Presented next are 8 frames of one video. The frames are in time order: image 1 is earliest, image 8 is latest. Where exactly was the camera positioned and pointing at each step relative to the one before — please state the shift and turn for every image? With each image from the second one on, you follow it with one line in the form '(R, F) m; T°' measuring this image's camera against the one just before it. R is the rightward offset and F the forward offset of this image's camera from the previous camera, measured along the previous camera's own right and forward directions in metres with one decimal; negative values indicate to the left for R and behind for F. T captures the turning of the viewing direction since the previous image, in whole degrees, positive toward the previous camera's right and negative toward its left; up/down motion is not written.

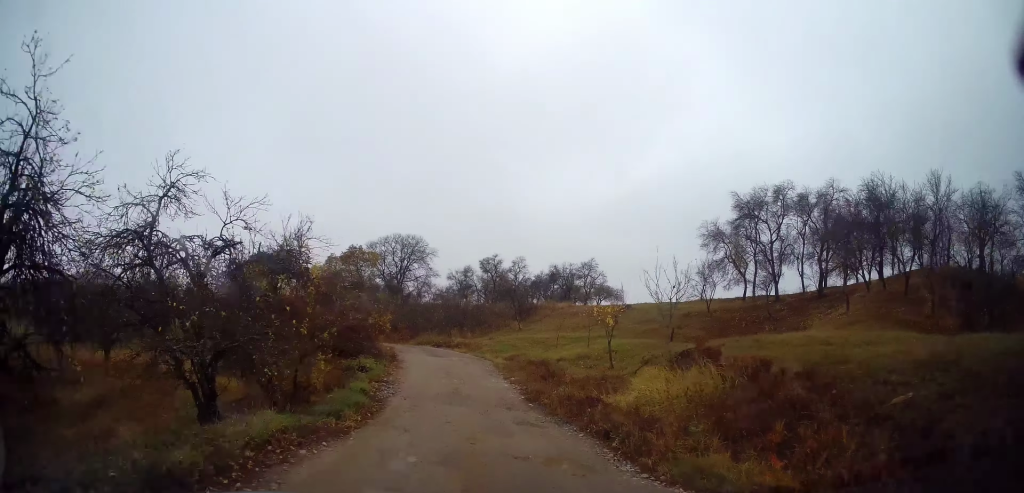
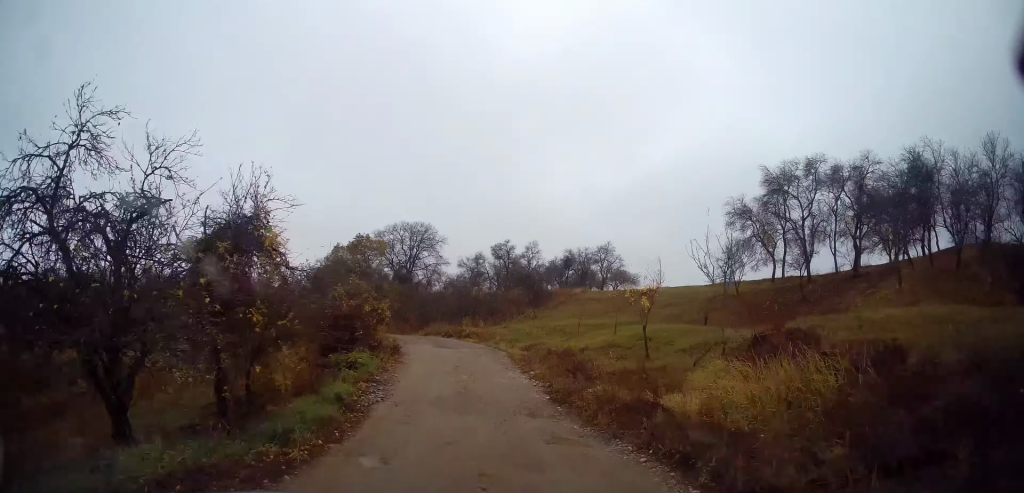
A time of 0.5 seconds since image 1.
(-0.1, +2.9) m; -2°
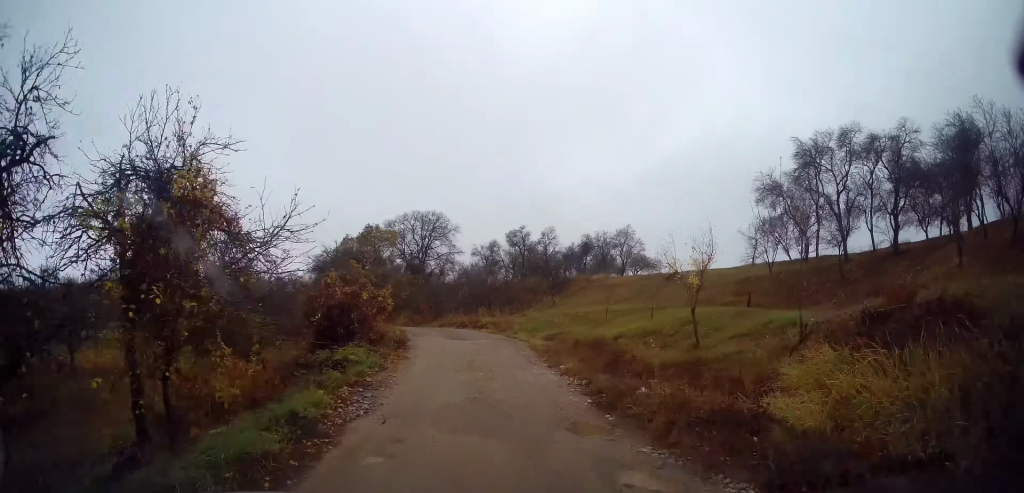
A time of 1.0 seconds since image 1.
(0.0, +3.1) m; 0°
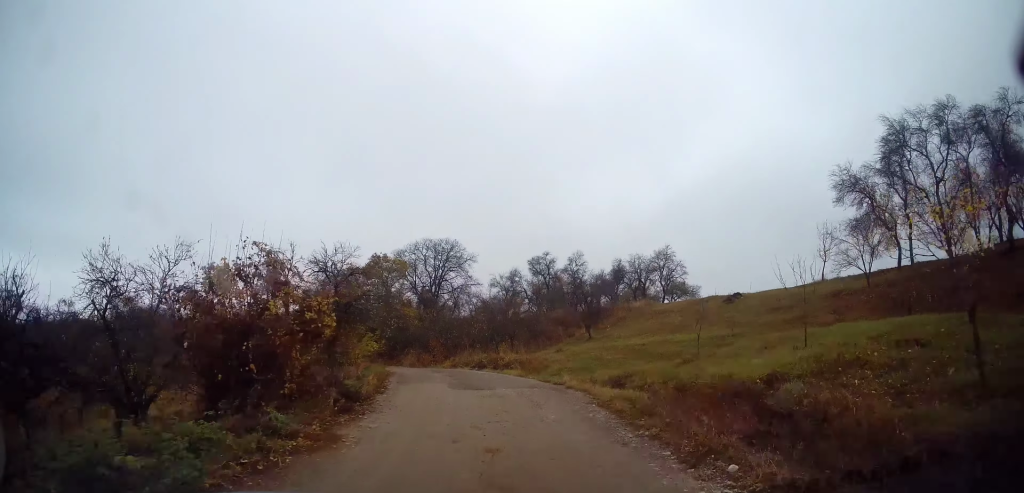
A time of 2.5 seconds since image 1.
(-0.1, +9.3) m; -3°
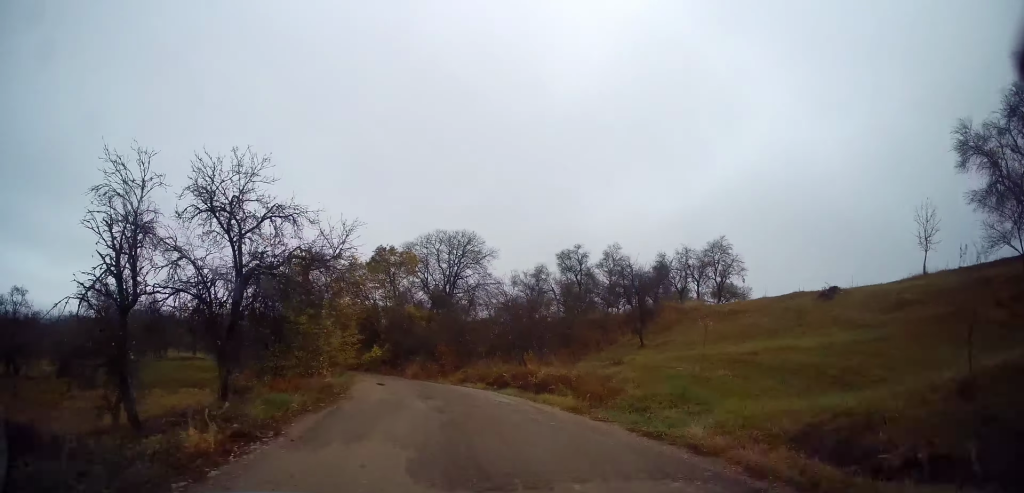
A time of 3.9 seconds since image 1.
(-0.3, +9.5) m; -2°
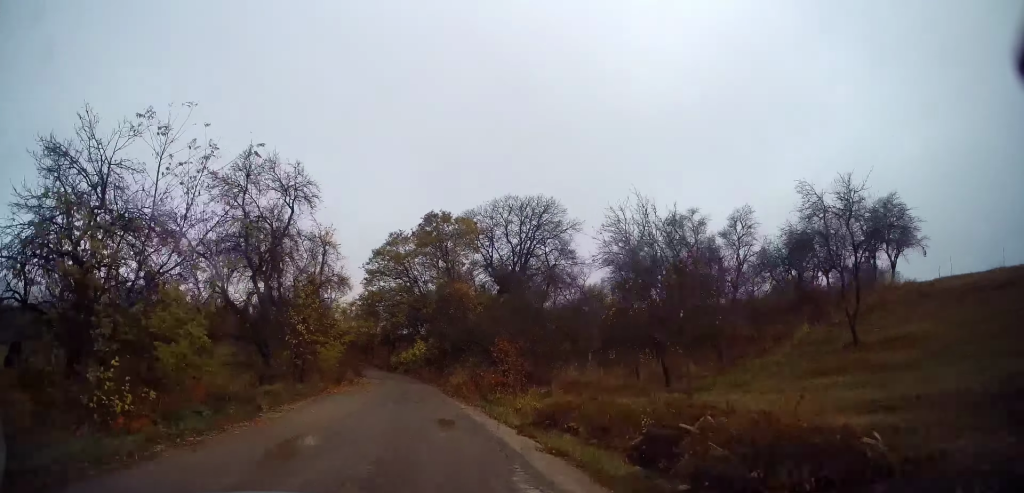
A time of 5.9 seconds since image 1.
(-0.6, +15.4) m; -8°
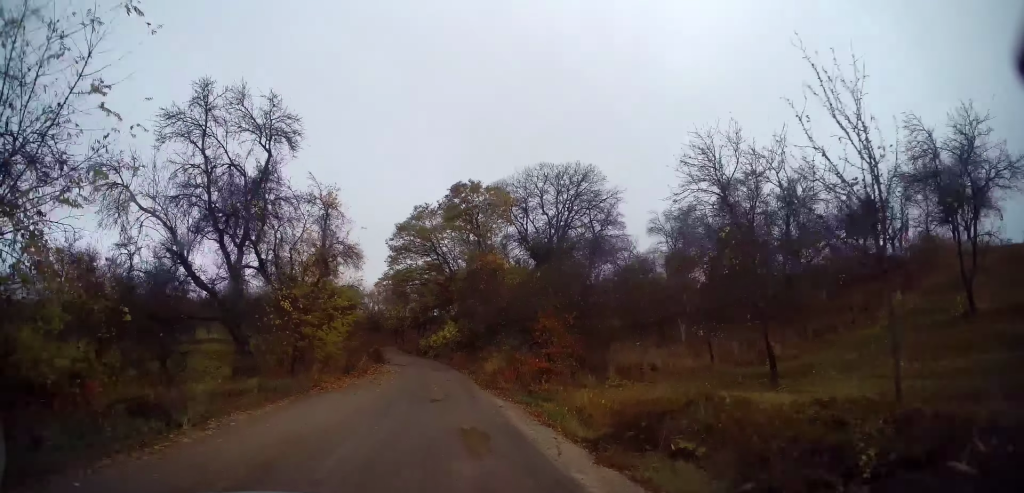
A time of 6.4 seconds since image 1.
(-0.1, +4.1) m; -4°
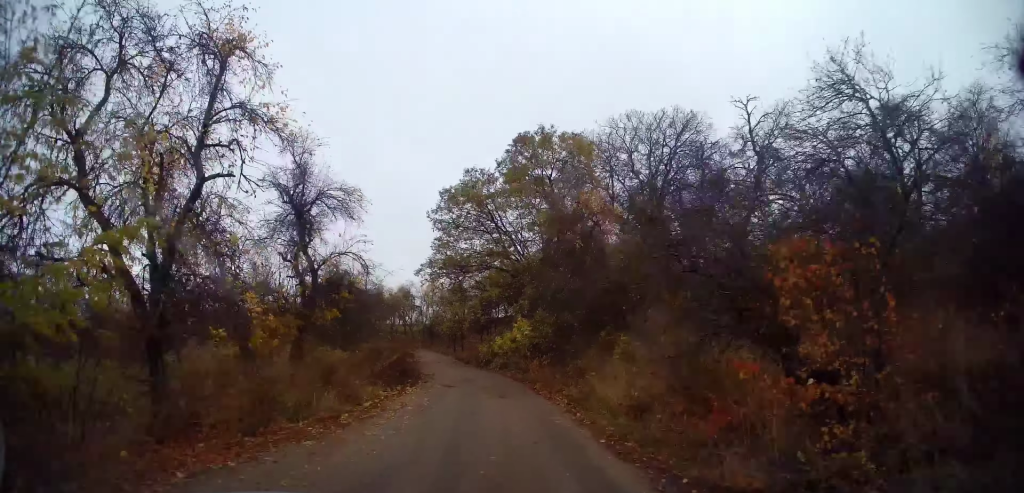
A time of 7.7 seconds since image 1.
(-0.7, +11.6) m; -5°
